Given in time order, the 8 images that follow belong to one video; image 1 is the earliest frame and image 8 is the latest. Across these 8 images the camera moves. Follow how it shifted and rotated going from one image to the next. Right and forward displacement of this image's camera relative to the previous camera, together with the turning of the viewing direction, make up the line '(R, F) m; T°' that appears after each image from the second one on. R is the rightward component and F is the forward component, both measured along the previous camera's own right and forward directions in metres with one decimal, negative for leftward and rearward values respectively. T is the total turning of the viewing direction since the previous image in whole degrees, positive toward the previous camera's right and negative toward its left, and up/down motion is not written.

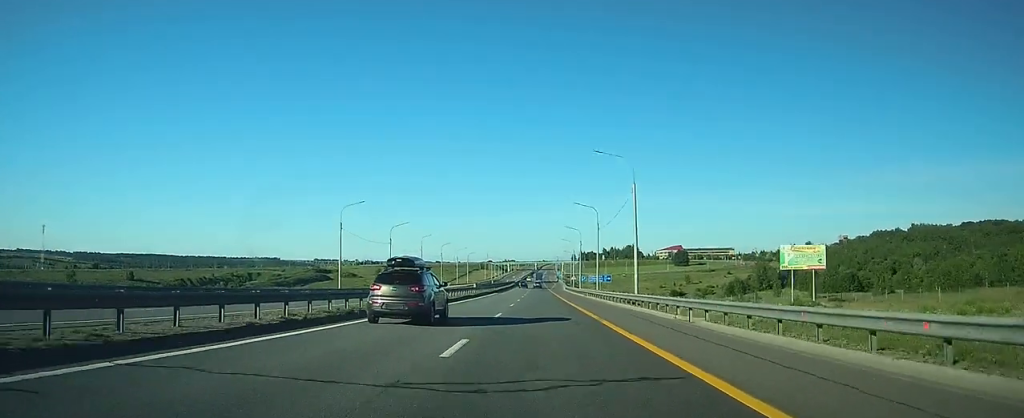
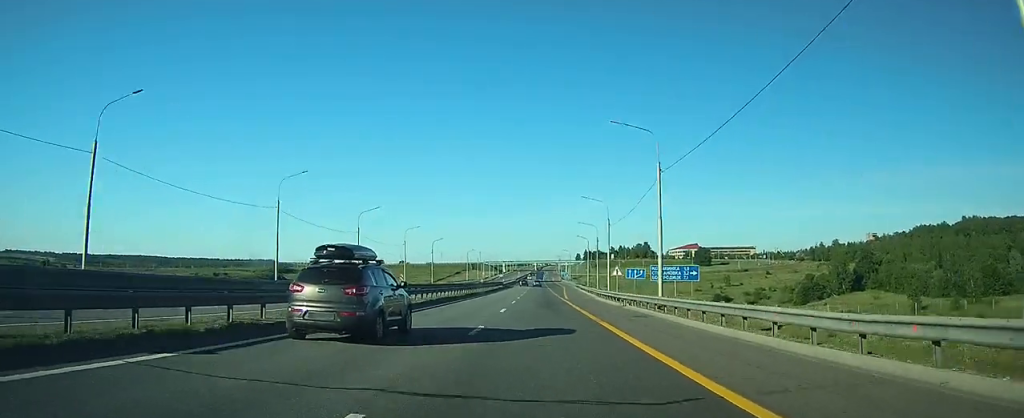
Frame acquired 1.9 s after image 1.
(0.0, +67.7) m; 0°
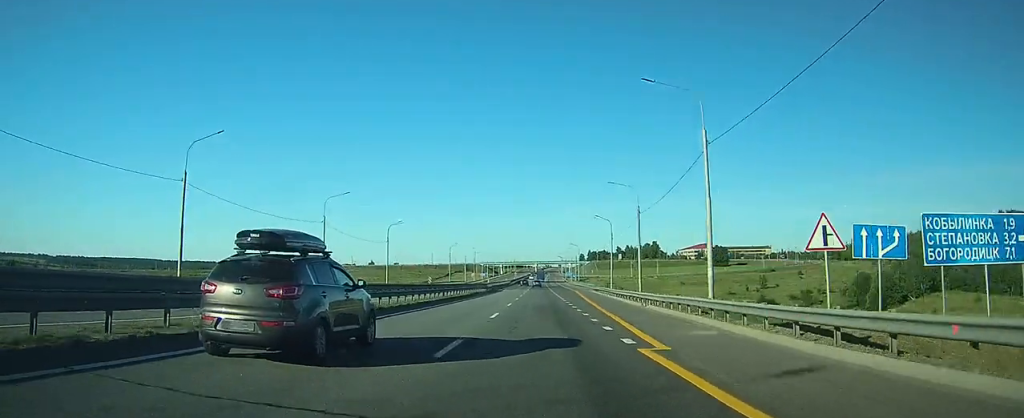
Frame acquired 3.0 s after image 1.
(-0.2, +40.7) m; 0°
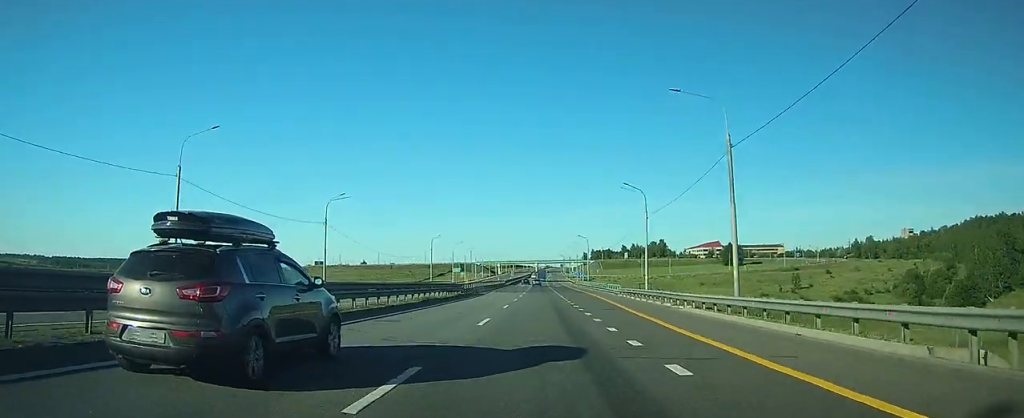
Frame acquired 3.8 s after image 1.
(-0.1, +28.4) m; 0°
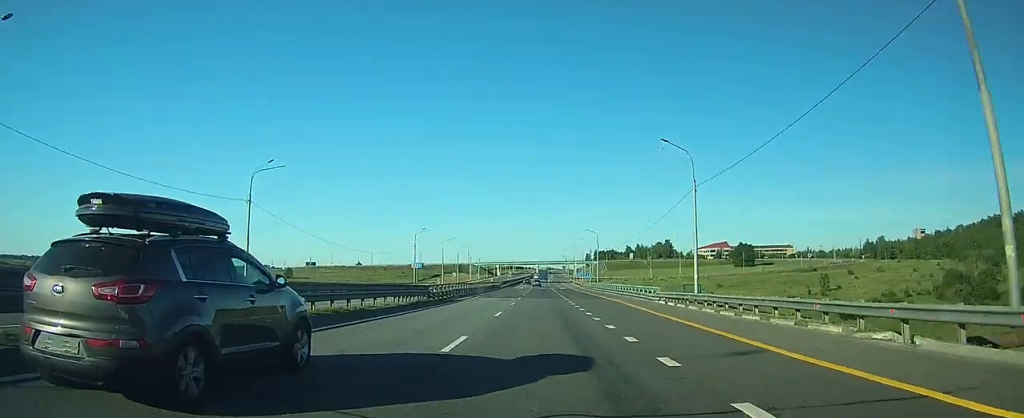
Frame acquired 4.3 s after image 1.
(0.0, +18.9) m; 0°
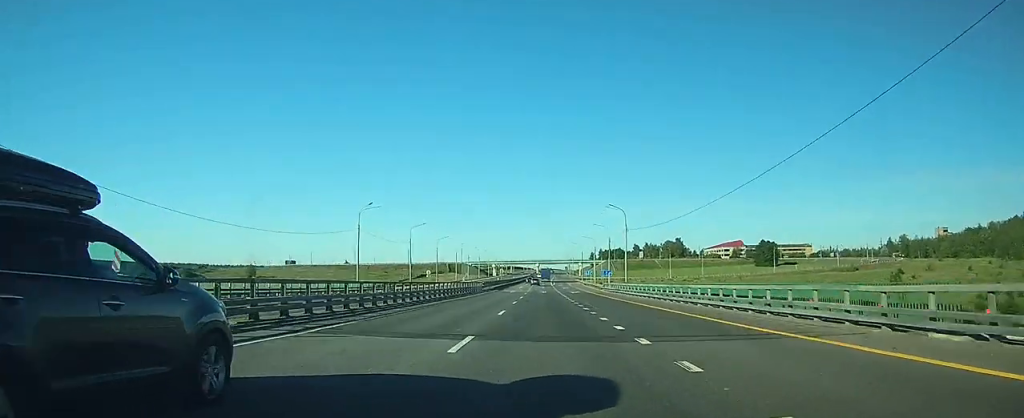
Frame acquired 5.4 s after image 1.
(0.0, +36.2) m; 0°
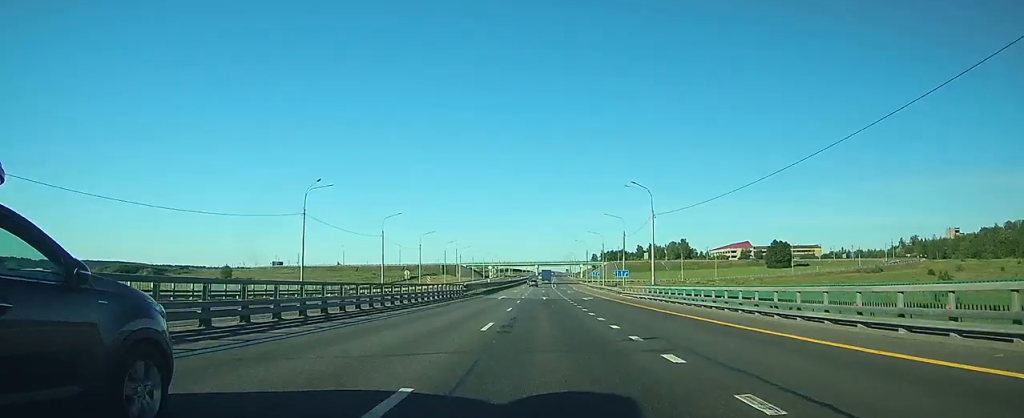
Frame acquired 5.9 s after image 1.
(0.0, +18.5) m; 0°
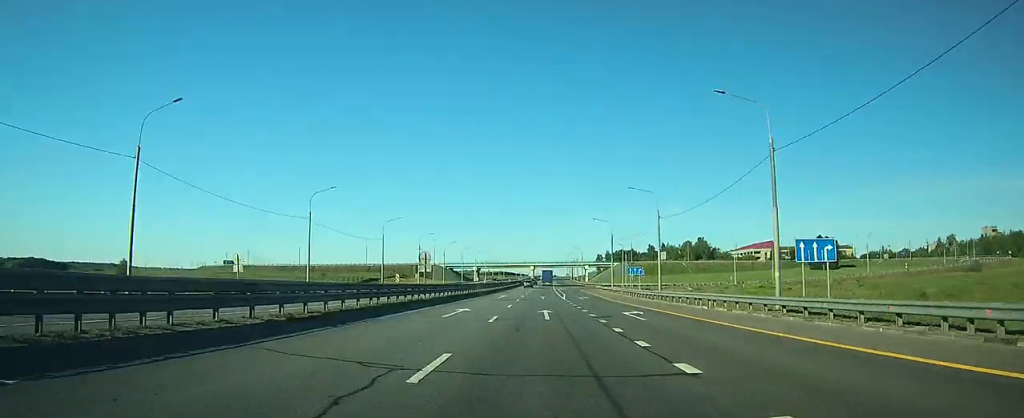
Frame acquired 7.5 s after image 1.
(0.0, +56.4) m; 0°
